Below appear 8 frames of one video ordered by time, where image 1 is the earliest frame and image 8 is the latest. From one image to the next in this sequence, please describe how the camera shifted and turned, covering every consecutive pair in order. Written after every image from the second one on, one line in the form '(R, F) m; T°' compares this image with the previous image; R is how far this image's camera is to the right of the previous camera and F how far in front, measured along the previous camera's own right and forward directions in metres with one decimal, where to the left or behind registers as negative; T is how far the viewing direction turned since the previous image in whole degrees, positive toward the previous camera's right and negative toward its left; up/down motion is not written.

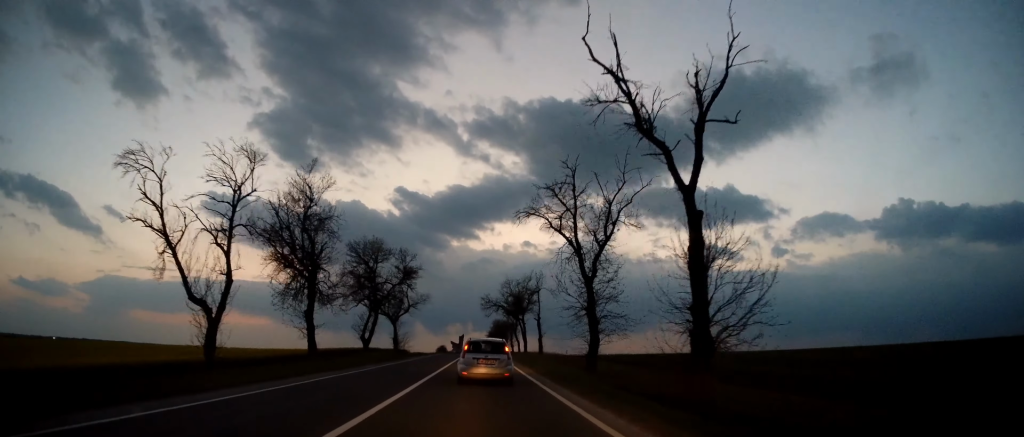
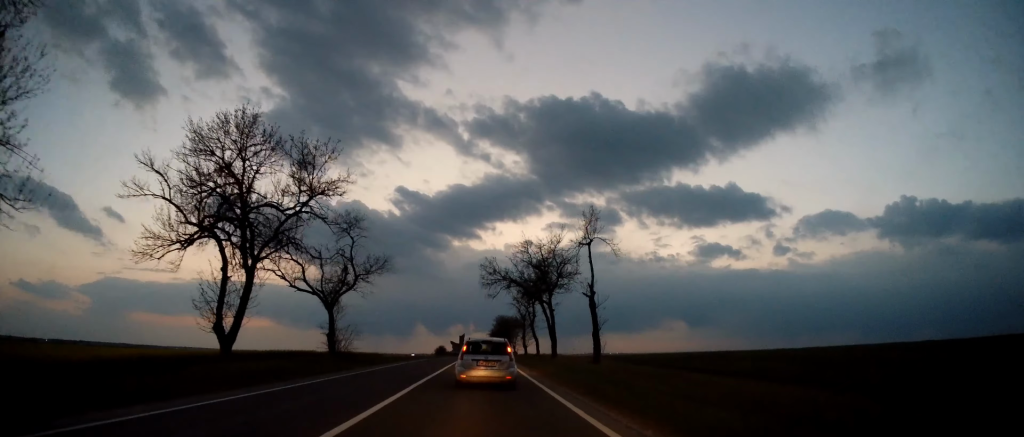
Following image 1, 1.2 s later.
(-0.1, +28.9) m; 0°
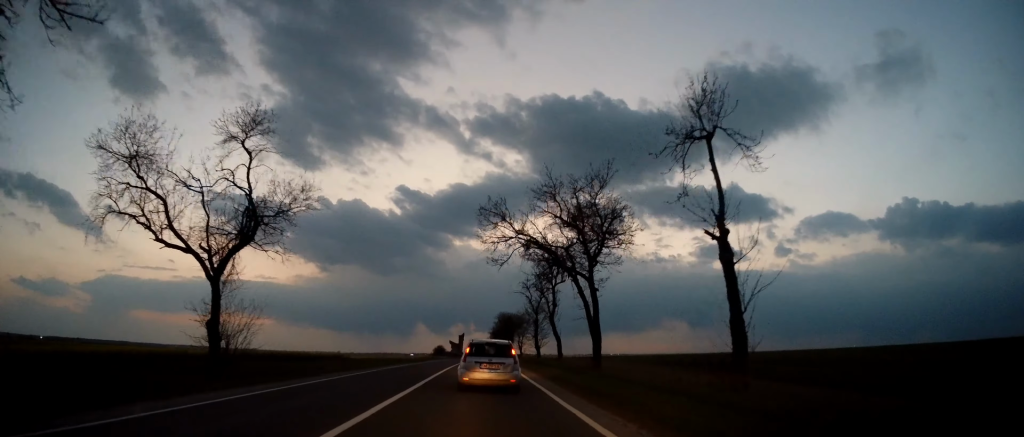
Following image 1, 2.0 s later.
(+0.1, +17.5) m; 0°
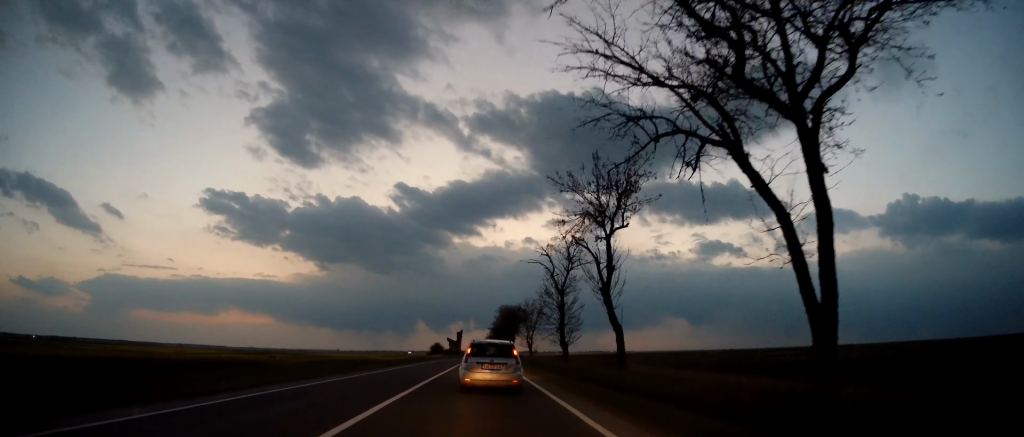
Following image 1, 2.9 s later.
(+0.1, +20.2) m; 0°
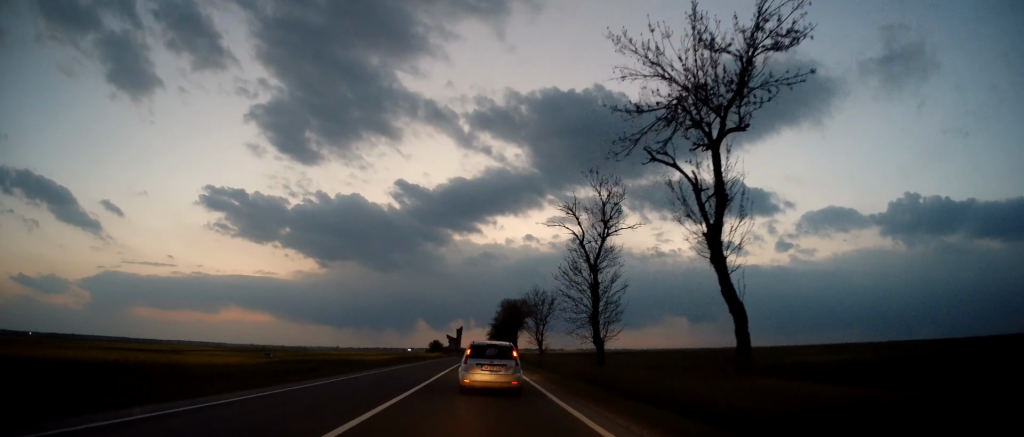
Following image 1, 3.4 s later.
(+0.1, +11.8) m; 0°
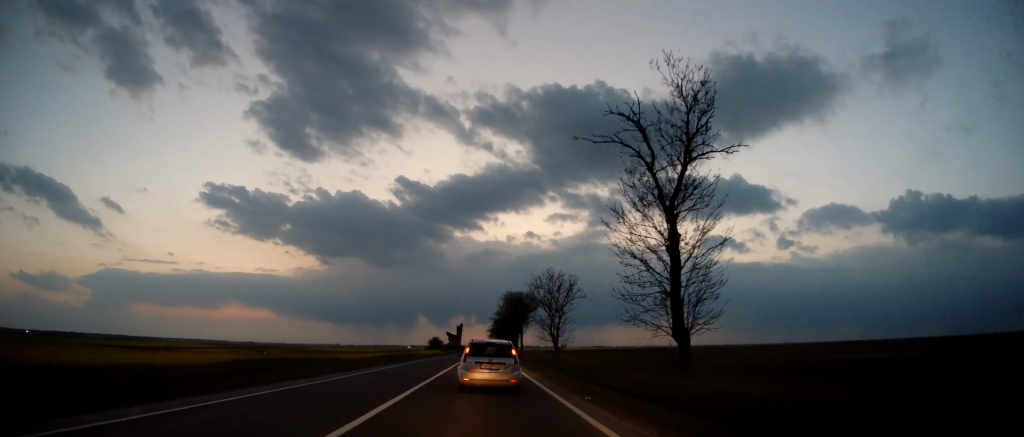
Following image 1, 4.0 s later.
(-0.1, +11.7) m; 0°
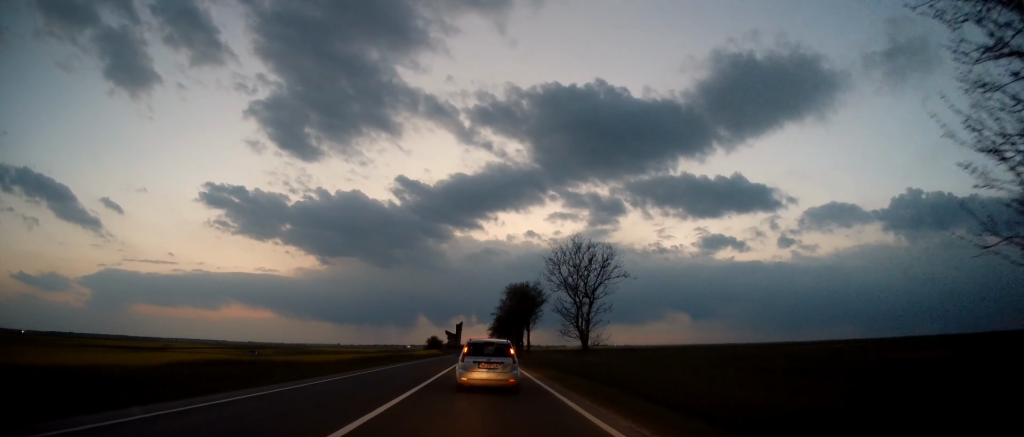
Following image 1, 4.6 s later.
(-0.2, +13.2) m; 0°
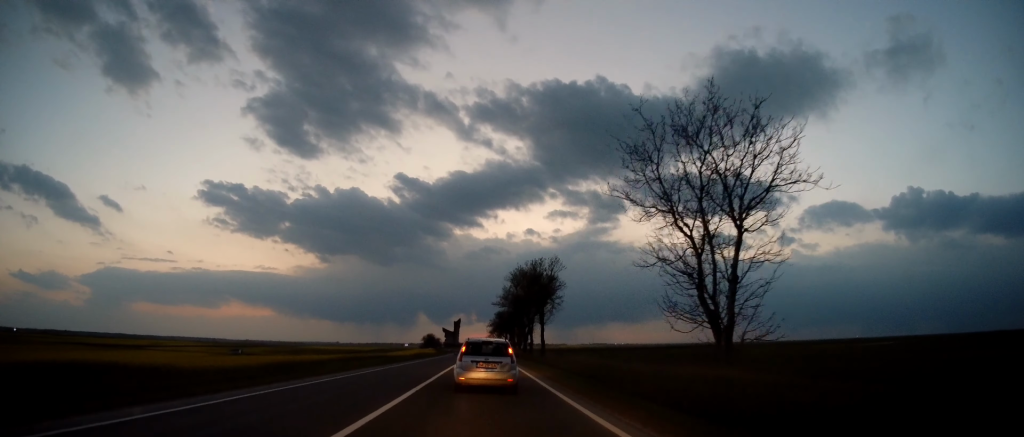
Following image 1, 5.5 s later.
(+0.3, +19.8) m; +1°
